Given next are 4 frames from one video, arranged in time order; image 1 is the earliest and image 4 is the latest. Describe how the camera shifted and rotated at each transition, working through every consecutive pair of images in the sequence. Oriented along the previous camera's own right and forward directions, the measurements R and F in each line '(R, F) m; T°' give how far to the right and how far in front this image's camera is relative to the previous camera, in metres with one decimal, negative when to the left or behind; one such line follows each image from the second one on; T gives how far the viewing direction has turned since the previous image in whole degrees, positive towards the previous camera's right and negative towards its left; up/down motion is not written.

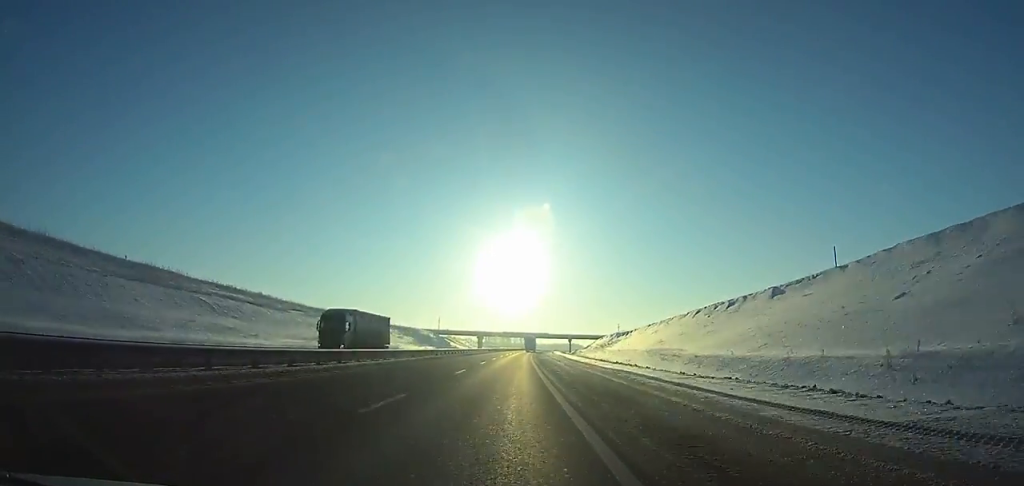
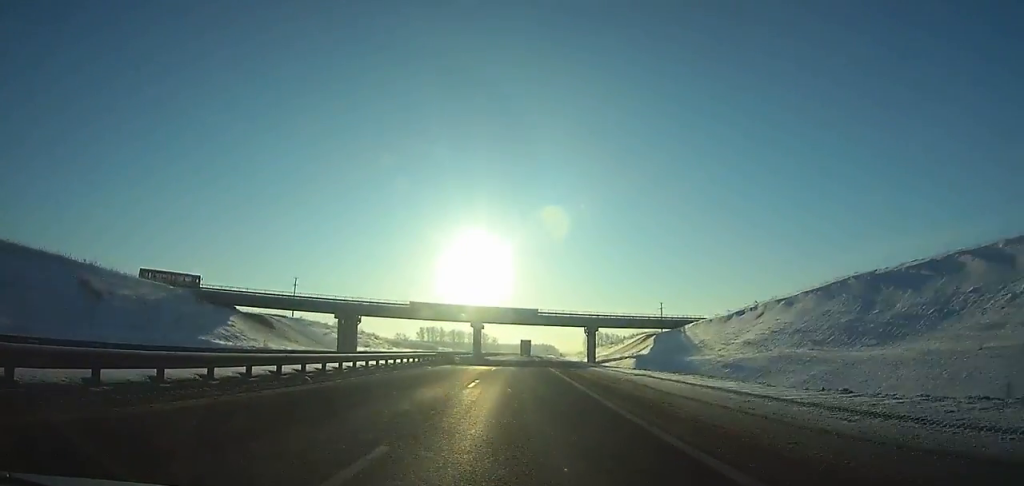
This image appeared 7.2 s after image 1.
(+5.8, +189.9) m; +4°
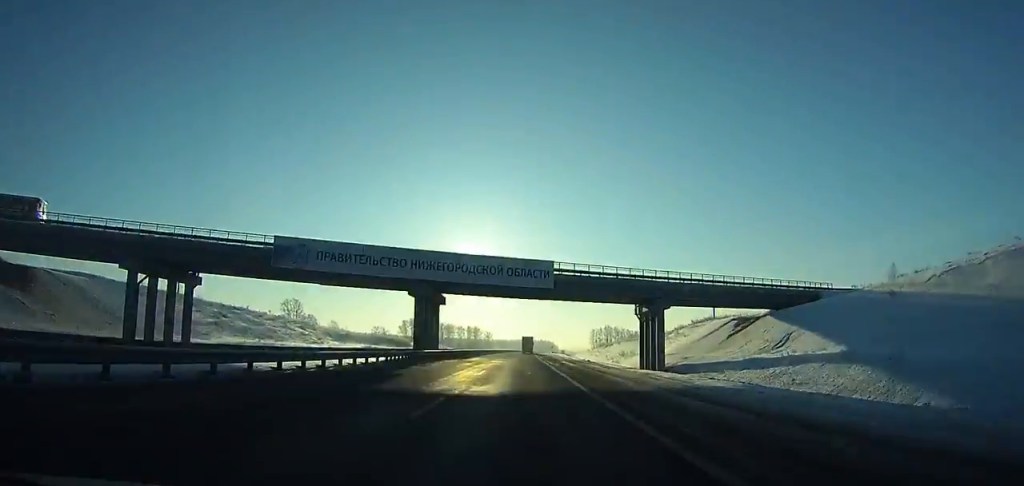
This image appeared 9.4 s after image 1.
(+0.4, +58.3) m; +1°
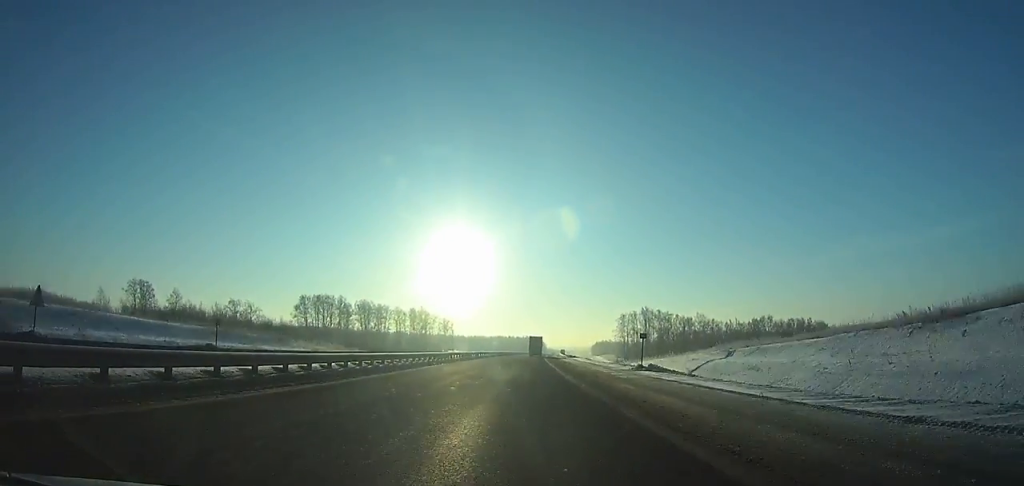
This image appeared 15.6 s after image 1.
(+2.5, +163.4) m; +2°
